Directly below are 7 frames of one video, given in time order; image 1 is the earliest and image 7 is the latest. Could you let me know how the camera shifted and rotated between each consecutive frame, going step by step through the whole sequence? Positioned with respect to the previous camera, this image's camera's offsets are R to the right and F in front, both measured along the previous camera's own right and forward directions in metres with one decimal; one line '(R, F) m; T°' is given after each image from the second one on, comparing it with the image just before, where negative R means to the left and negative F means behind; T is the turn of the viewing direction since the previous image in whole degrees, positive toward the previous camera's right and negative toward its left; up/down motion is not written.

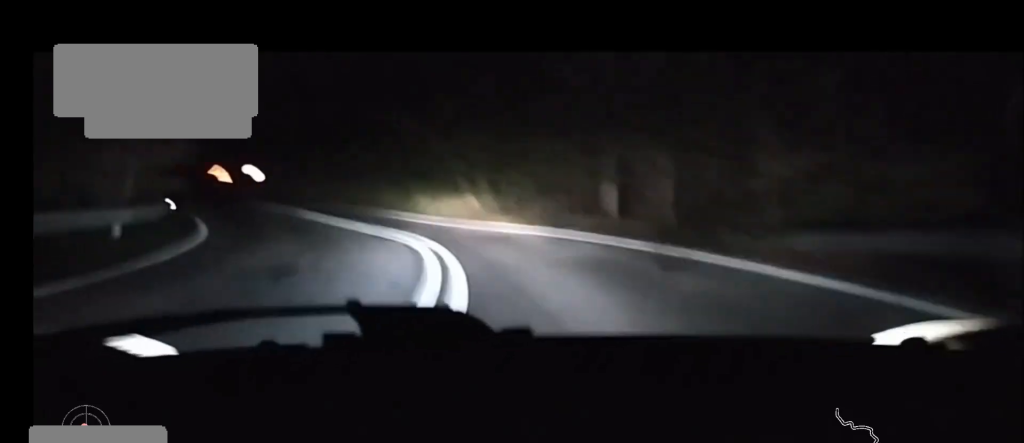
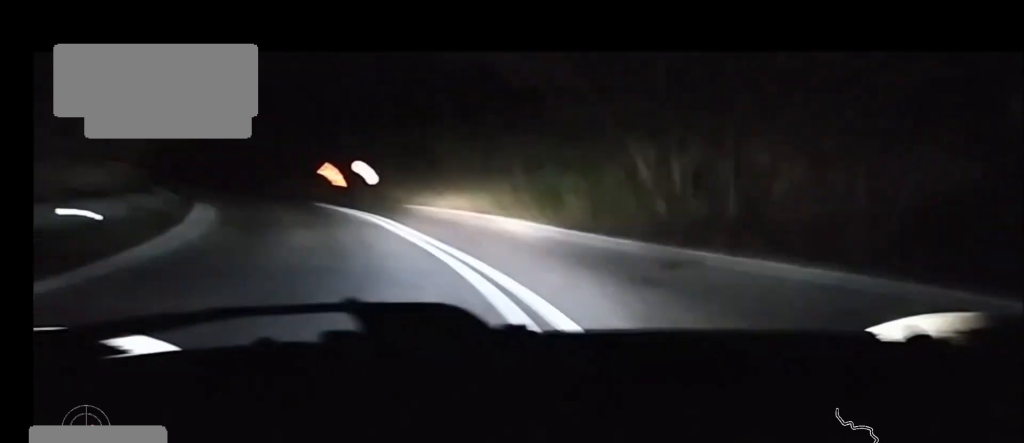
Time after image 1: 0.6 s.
(0.0, +13.8) m; -9°
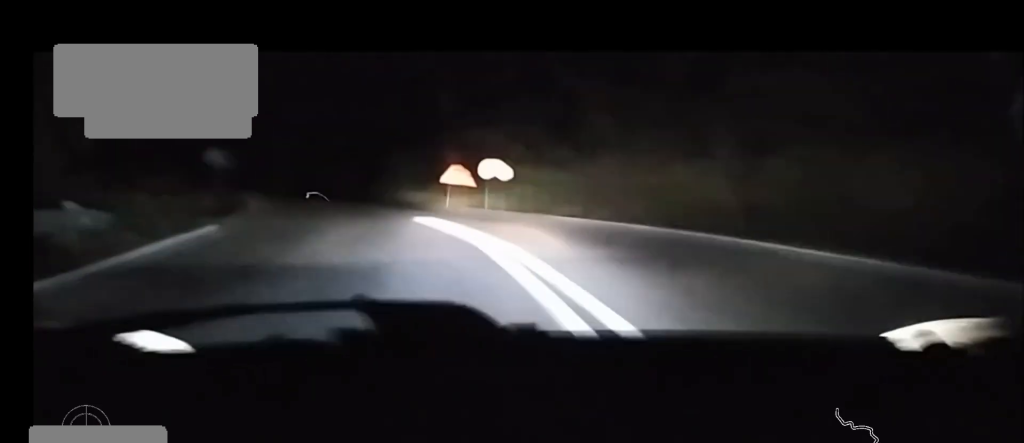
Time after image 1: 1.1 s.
(-1.8, +10.7) m; -8°
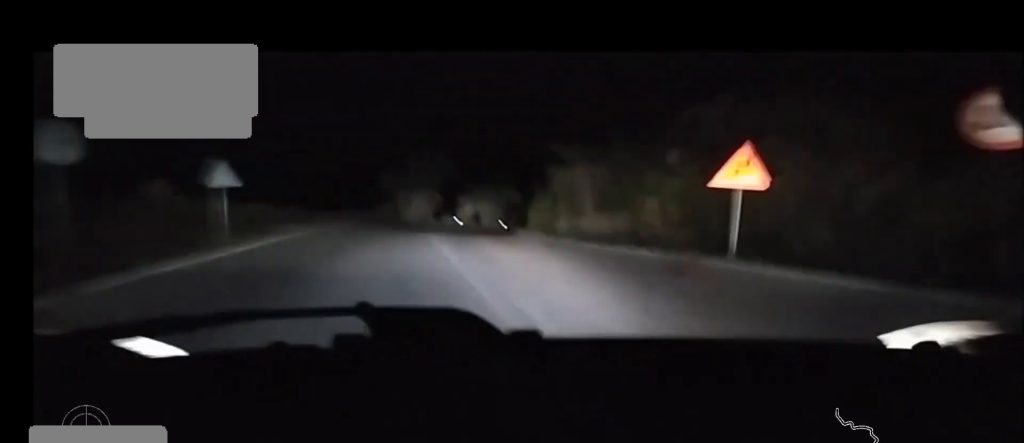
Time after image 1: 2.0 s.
(-2.9, +21.9) m; -9°
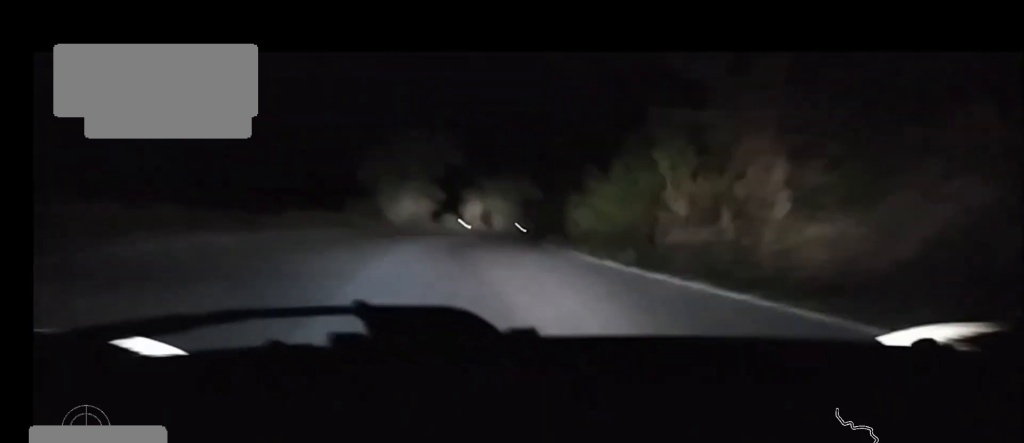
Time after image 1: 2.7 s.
(-0.7, +16.3) m; -1°
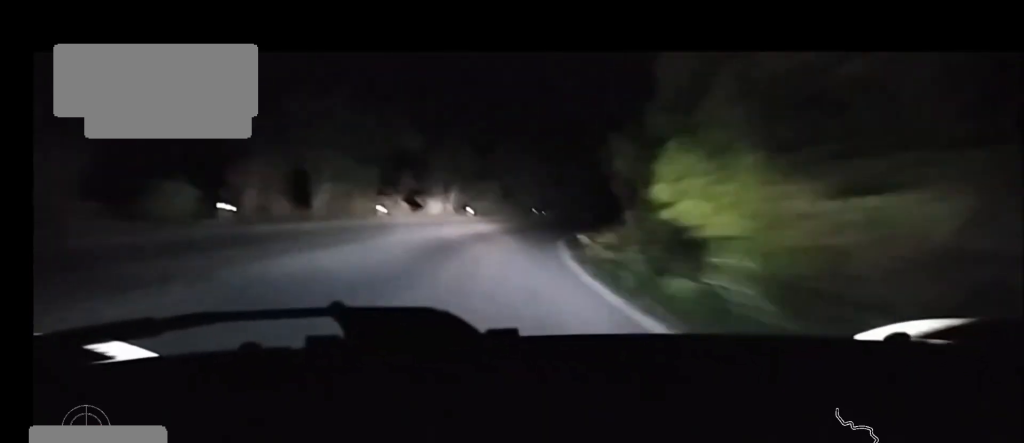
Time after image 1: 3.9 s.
(+1.8, +31.3) m; +10°
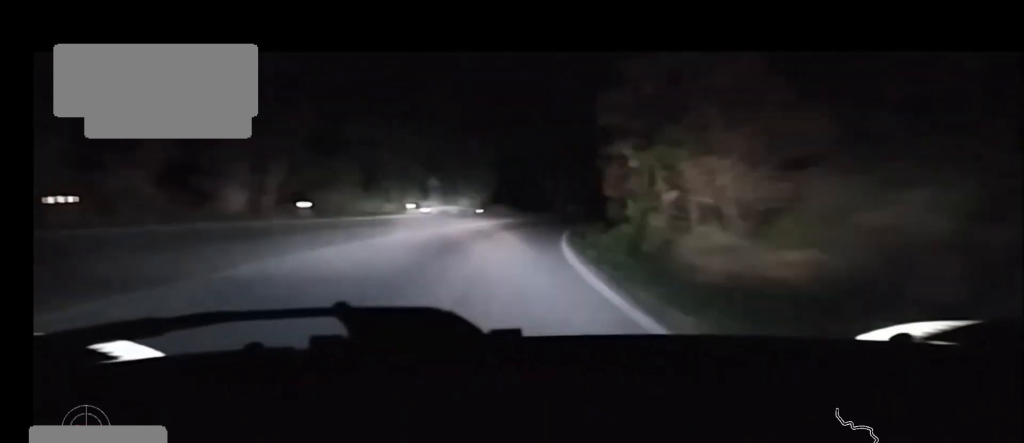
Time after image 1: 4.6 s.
(+0.6, +18.2) m; +8°
